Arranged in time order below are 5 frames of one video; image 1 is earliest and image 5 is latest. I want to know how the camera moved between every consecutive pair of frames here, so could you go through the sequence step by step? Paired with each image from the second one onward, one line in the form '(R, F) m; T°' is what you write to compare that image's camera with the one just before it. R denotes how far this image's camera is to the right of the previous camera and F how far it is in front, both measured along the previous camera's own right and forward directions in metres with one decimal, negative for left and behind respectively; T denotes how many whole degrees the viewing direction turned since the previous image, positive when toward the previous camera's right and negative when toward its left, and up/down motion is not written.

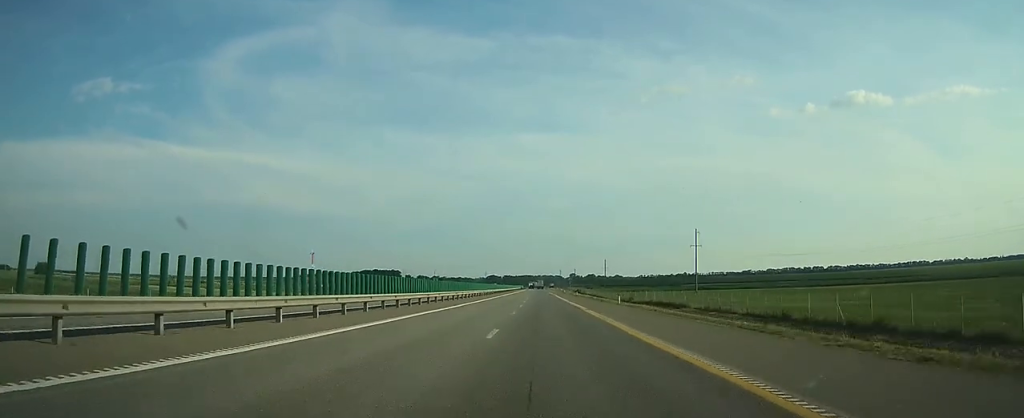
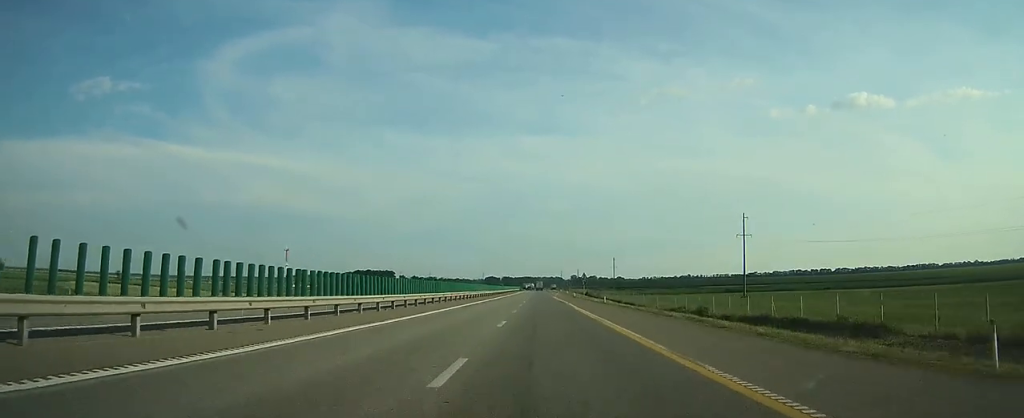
(-0.1, +42.7) m; 0°
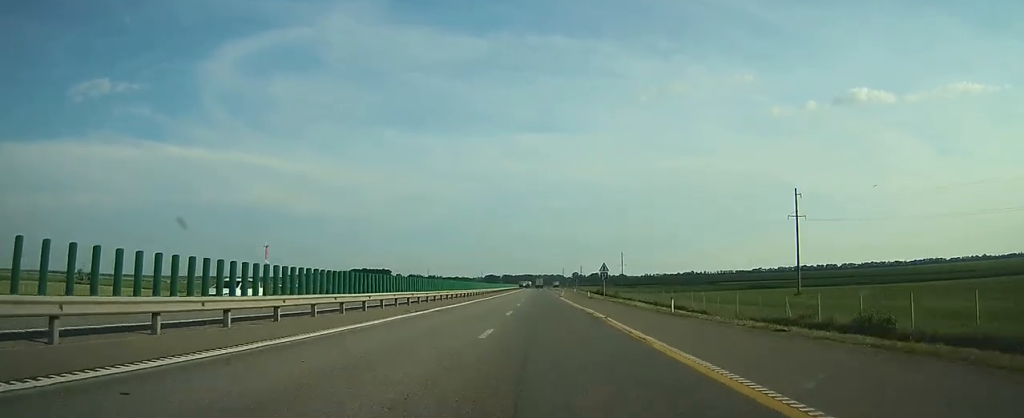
(0.0, +29.3) m; 0°
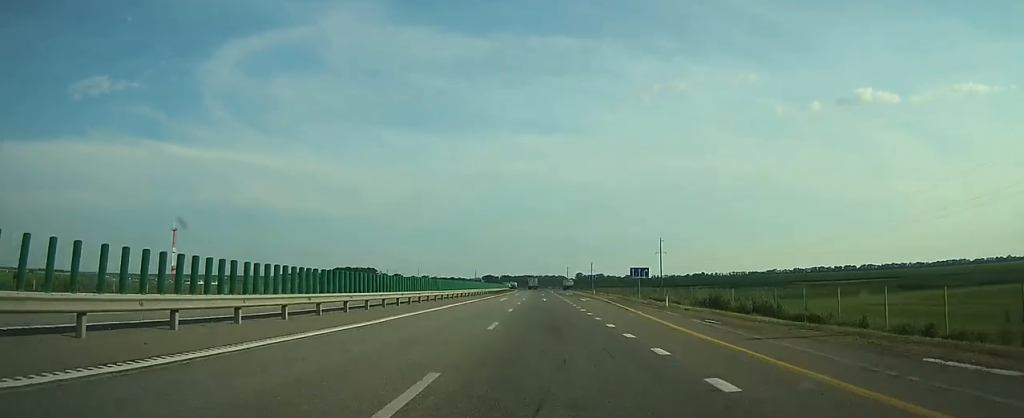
(0.0, +92.7) m; 0°
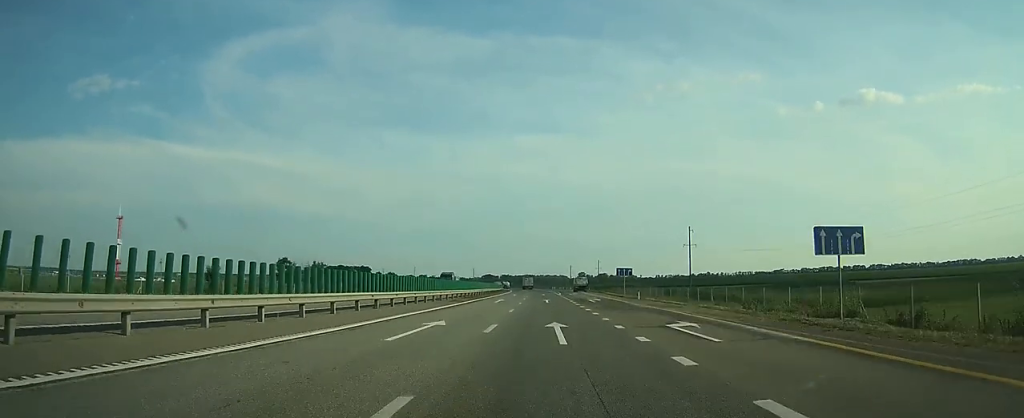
(0.0, +38.1) m; 0°
